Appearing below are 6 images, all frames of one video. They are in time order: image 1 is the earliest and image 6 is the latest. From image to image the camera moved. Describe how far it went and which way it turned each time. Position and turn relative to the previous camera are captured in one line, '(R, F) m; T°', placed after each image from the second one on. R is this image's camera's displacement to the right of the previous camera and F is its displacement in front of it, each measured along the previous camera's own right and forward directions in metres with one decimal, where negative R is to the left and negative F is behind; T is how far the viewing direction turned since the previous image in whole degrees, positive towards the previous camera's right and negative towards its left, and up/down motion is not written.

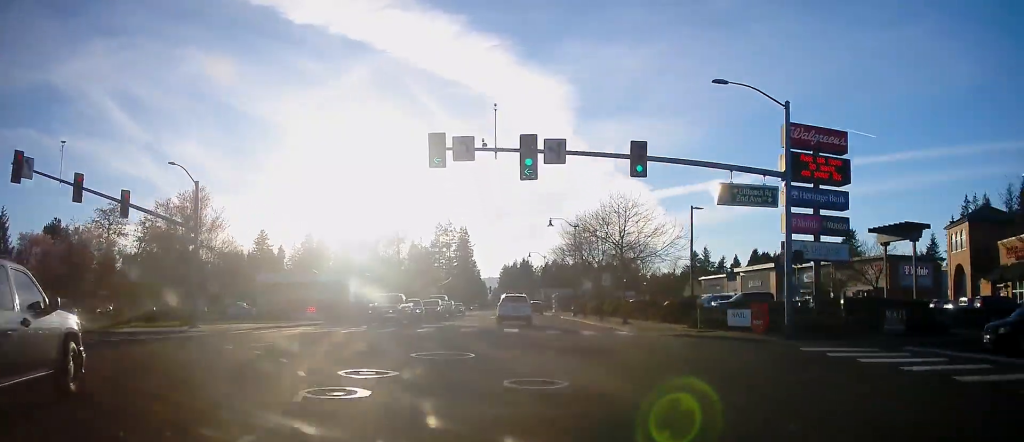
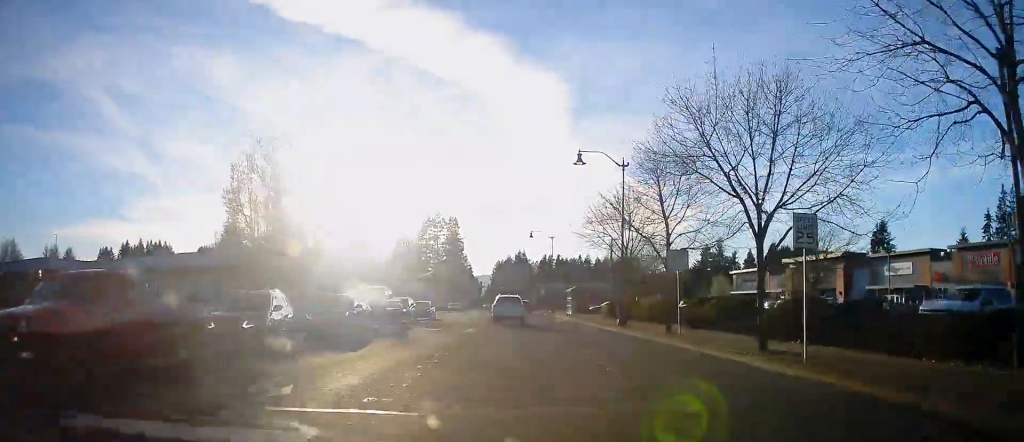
(0.0, +27.3) m; +2°
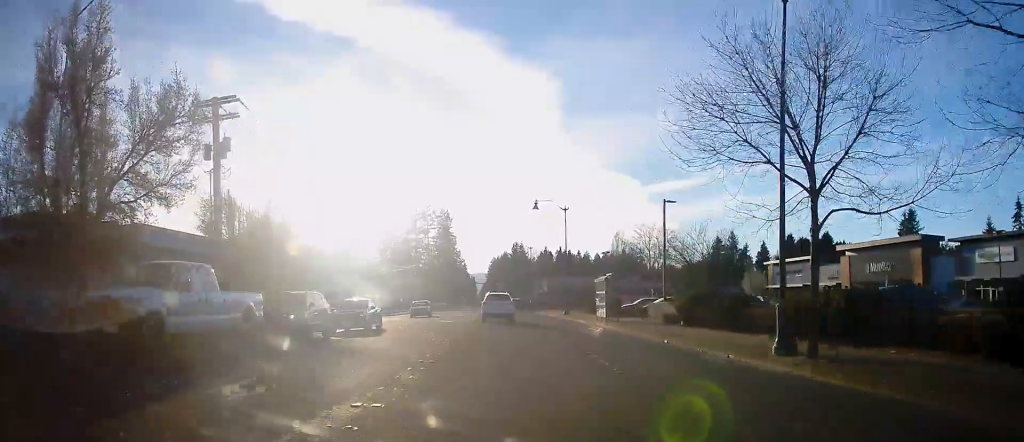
(+0.2, +20.6) m; -1°
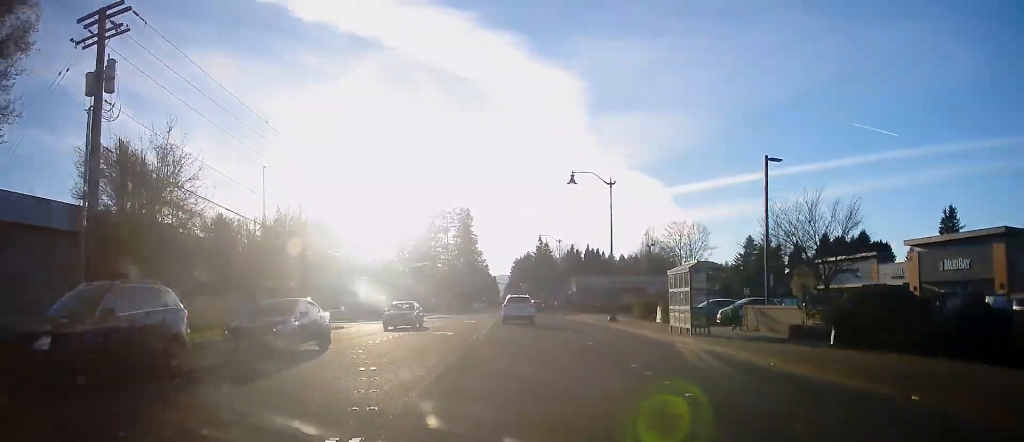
(-0.2, +12.3) m; -1°
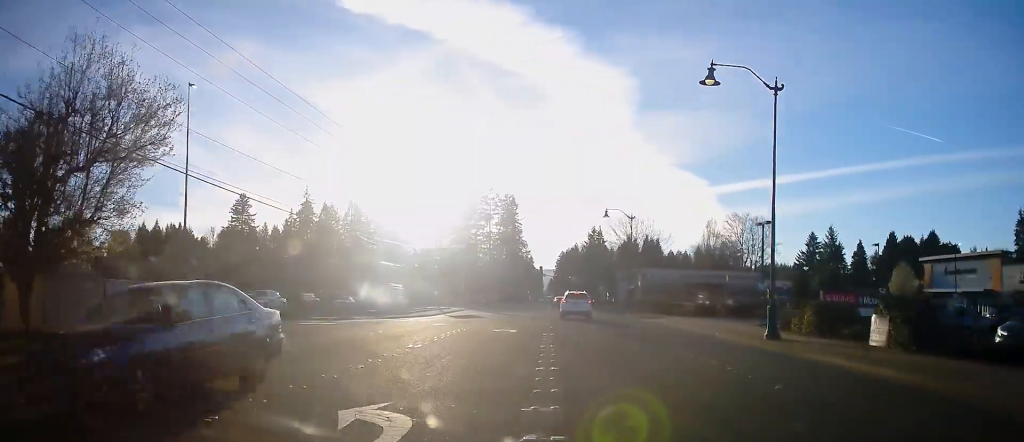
(-0.4, +19.6) m; -3°
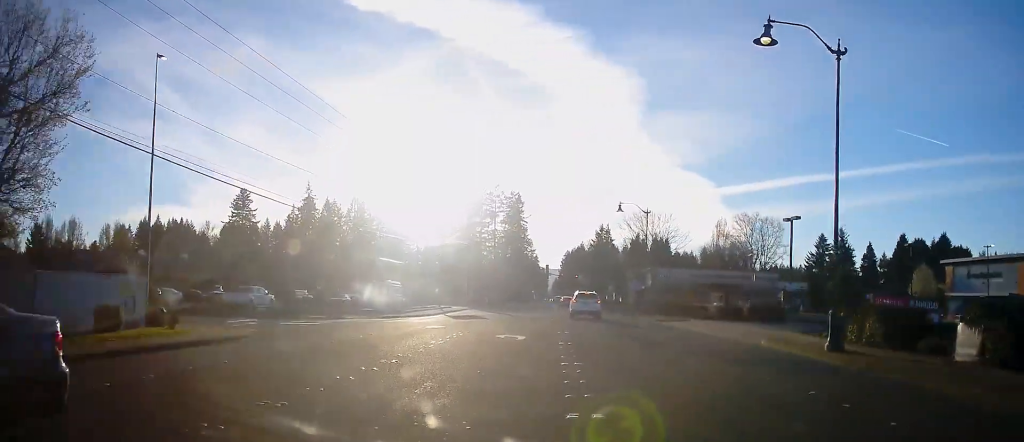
(-0.2, +4.5) m; 0°
